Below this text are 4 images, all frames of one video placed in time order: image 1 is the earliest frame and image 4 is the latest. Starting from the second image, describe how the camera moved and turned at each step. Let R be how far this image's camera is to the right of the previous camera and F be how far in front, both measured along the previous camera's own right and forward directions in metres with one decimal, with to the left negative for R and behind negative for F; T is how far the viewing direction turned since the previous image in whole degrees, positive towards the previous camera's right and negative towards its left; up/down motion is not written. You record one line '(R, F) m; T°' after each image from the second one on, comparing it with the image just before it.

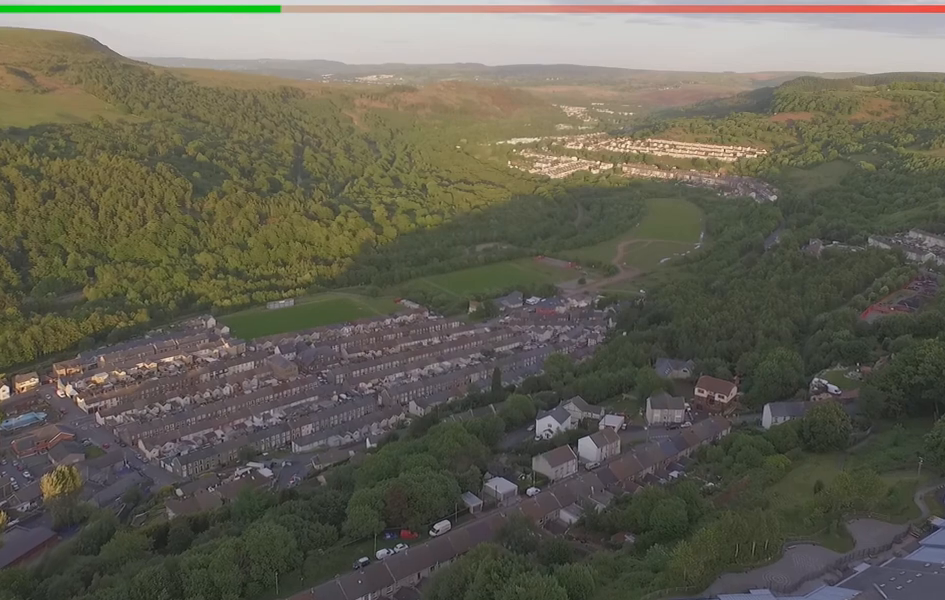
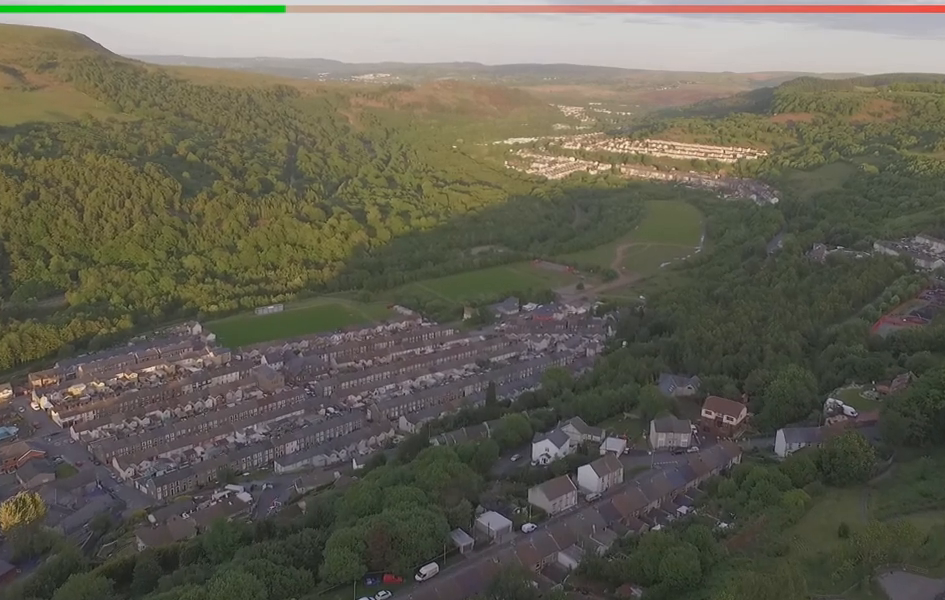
(+0.1, +17.9) m; +1°
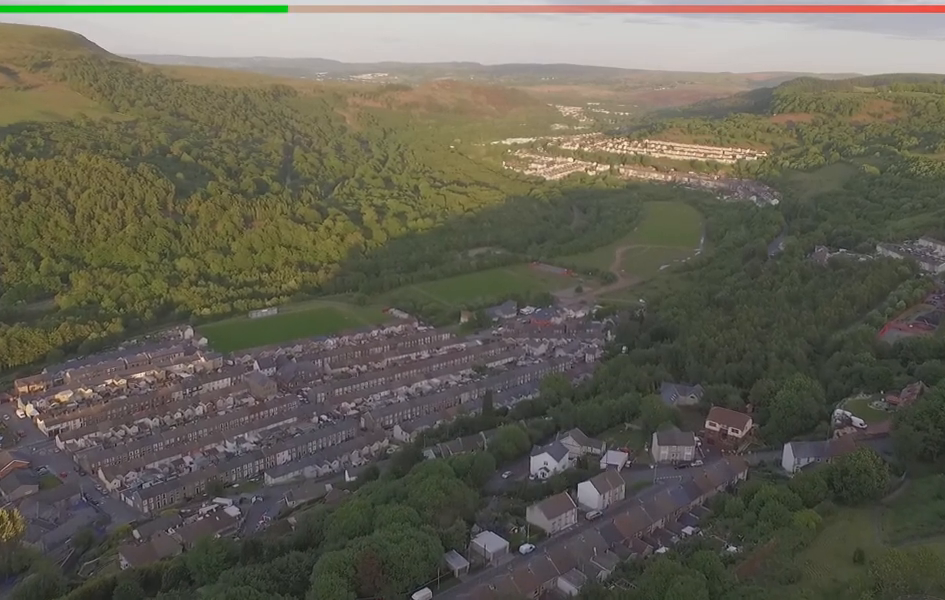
(0.0, +9.1) m; 0°
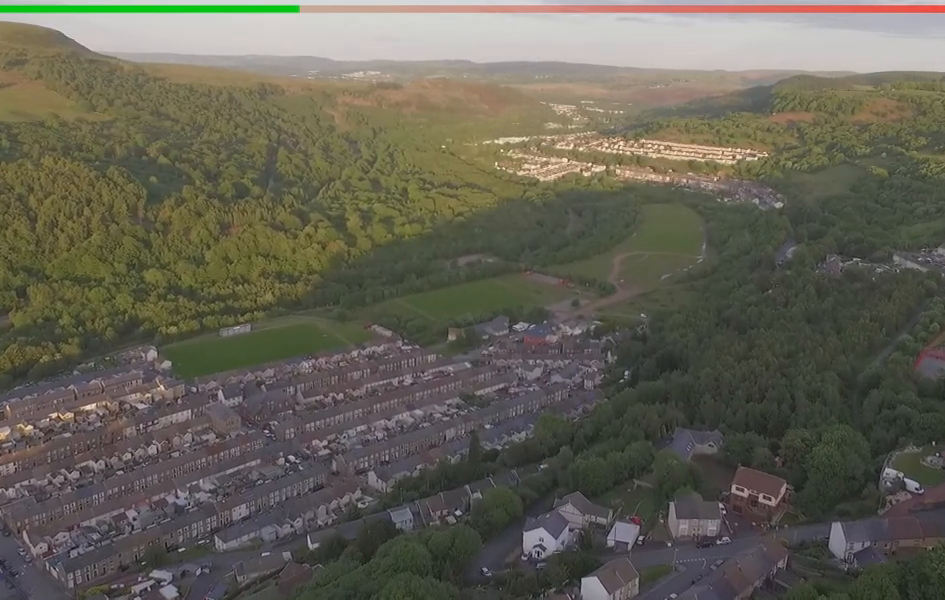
(+0.1, +42.2) m; +1°
